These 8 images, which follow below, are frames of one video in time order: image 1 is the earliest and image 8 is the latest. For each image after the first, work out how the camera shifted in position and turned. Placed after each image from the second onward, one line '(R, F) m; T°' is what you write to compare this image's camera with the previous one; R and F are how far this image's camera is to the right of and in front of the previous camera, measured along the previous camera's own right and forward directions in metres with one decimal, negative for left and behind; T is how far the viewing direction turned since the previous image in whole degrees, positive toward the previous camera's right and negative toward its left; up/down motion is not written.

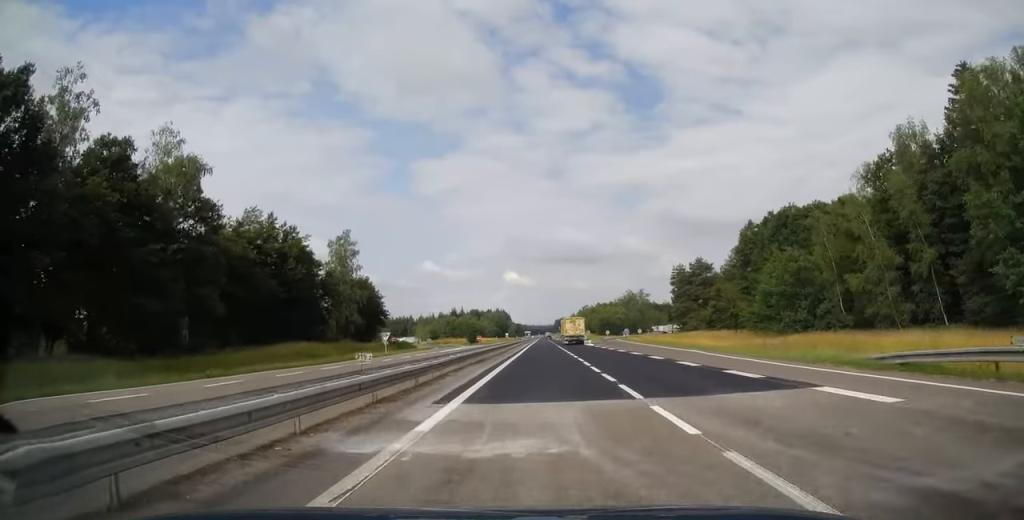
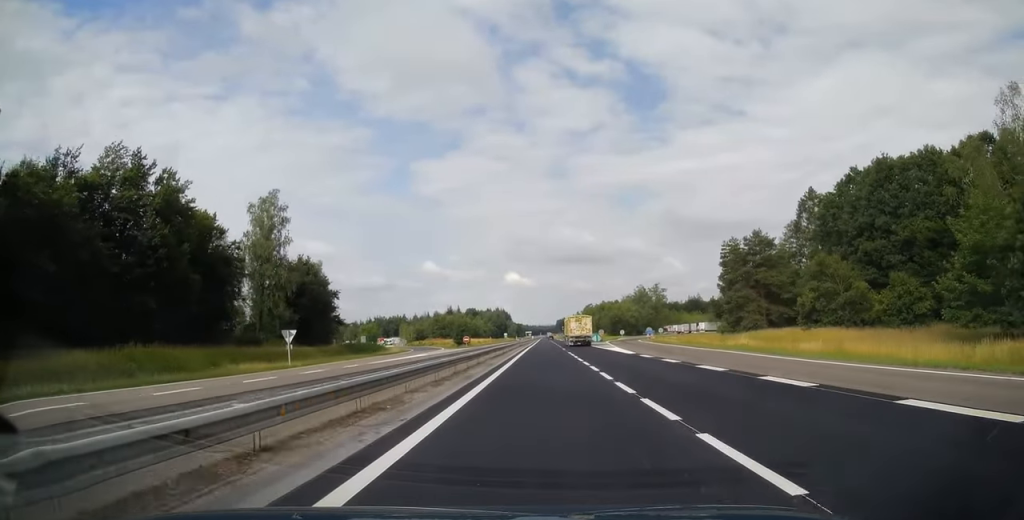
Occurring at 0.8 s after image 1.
(-0.3, +29.4) m; 0°
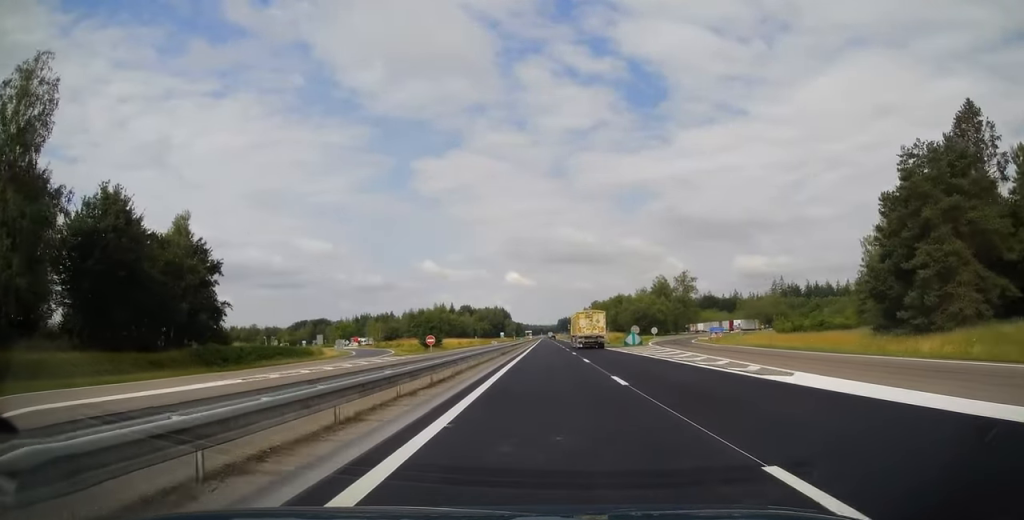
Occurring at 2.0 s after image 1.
(+0.4, +41.6) m; 0°
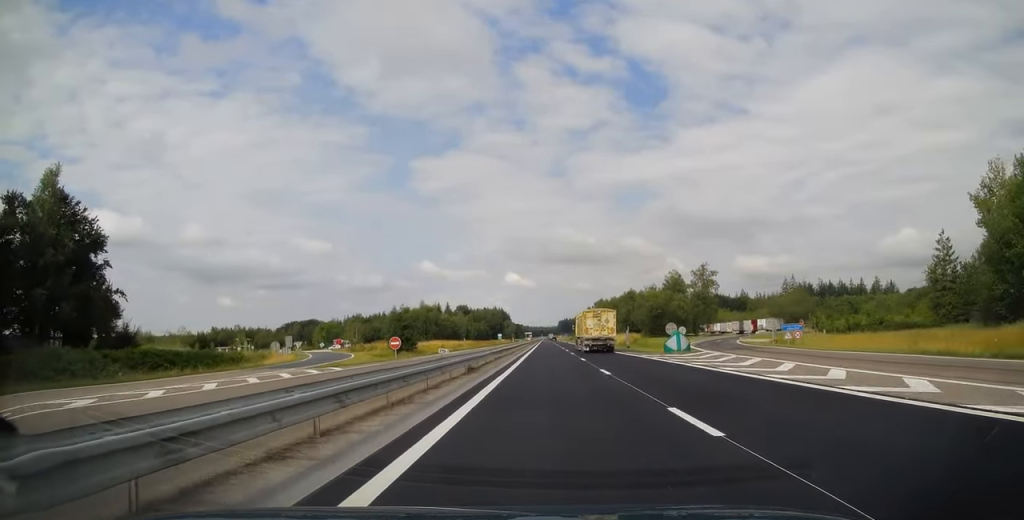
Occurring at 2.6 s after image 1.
(-0.2, +21.1) m; 0°
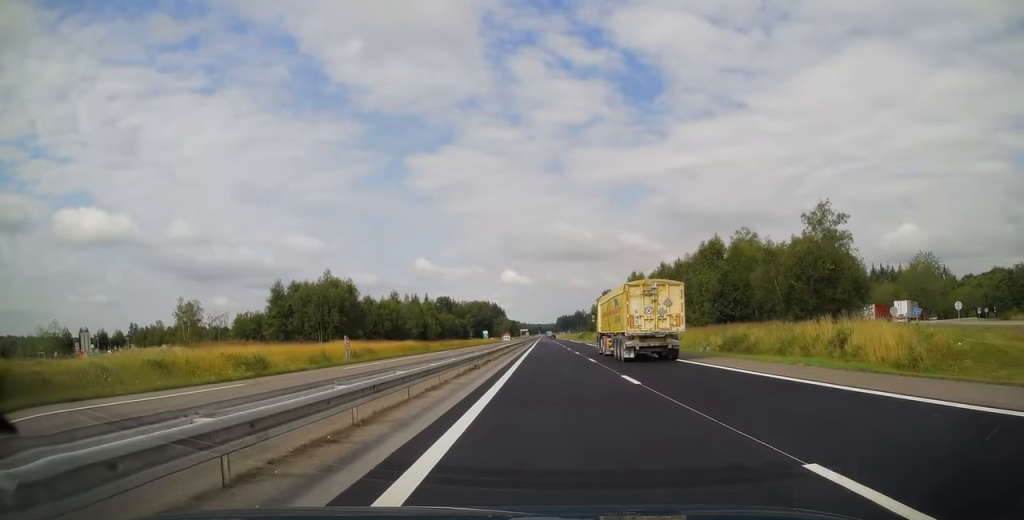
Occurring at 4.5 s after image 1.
(+0.4, +70.3) m; +1°
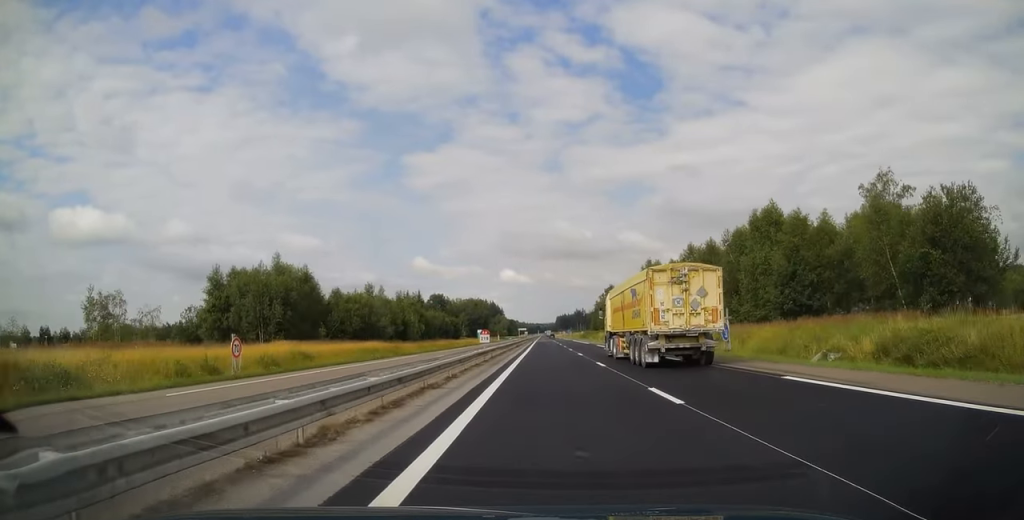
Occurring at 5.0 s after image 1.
(0.0, +18.0) m; 0°
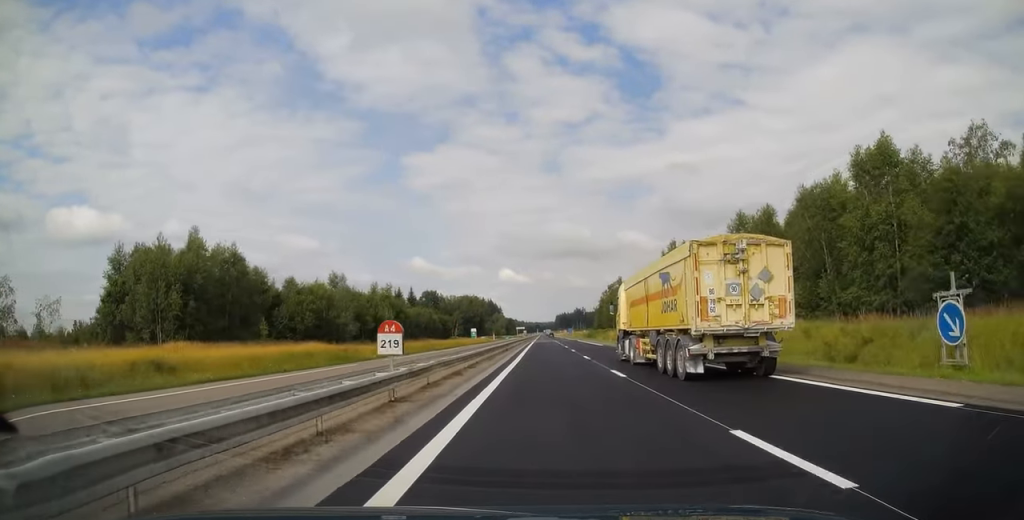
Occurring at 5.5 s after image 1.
(0.0, +19.0) m; 0°
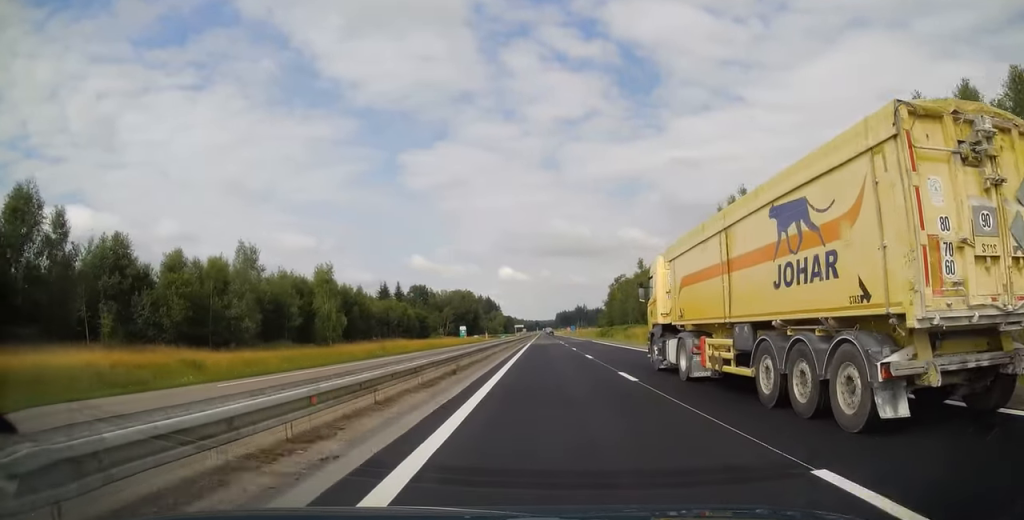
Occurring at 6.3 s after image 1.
(0.0, +28.4) m; 0°
